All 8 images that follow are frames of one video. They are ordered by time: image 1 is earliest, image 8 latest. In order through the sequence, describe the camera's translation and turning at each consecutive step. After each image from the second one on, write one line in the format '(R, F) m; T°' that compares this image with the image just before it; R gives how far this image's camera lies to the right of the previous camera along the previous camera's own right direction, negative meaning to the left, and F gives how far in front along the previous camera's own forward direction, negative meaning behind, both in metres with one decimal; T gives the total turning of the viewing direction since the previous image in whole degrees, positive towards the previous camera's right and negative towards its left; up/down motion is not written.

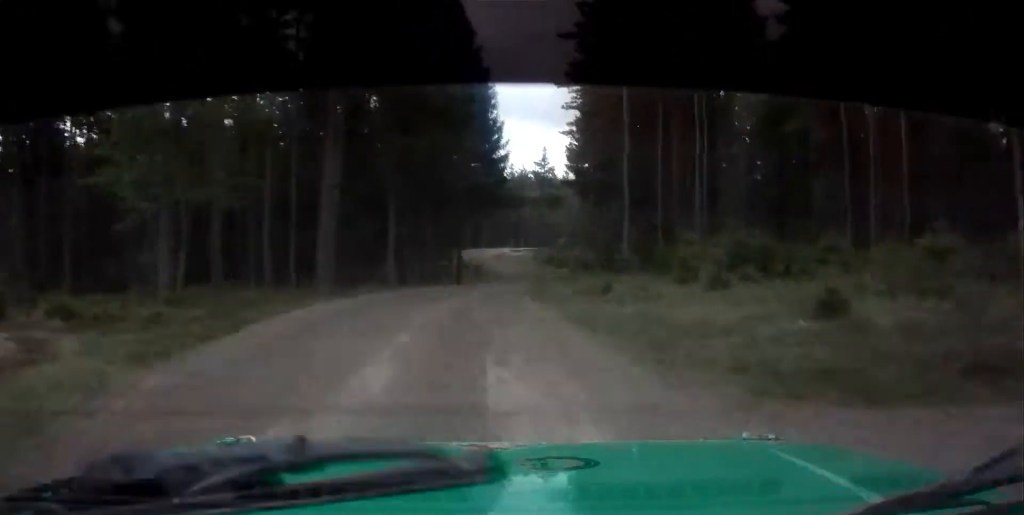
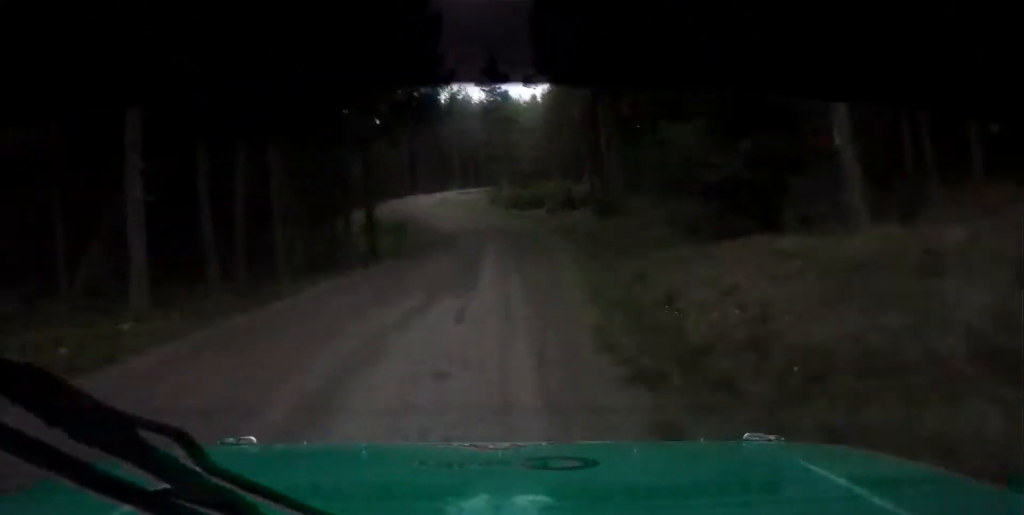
(-0.3, +30.4) m; -1°
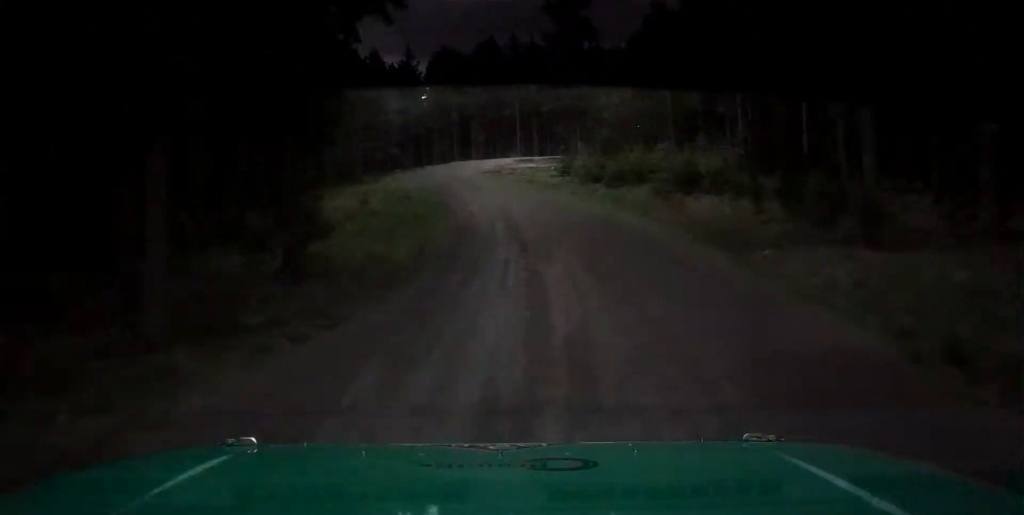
(-0.3, +23.7) m; -1°
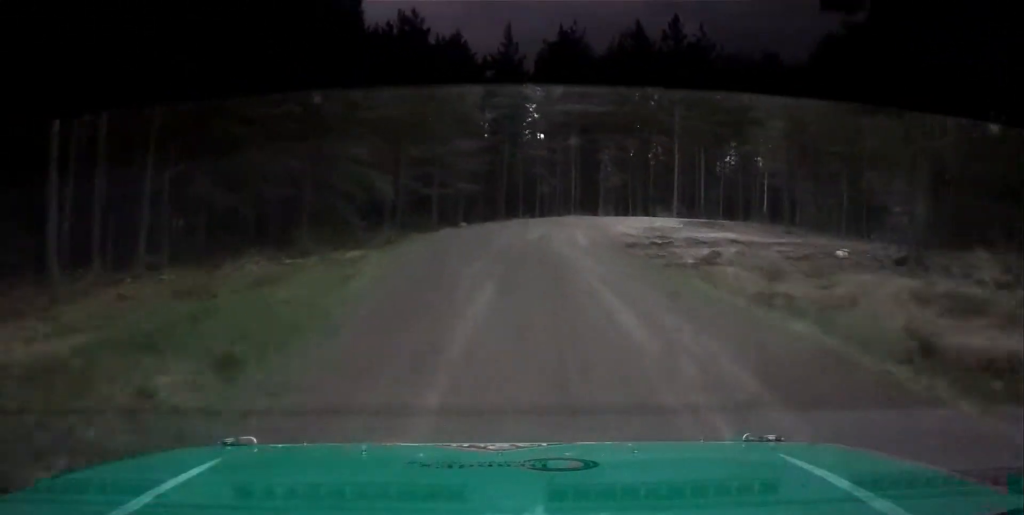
(-1.1, +44.7) m; -2°
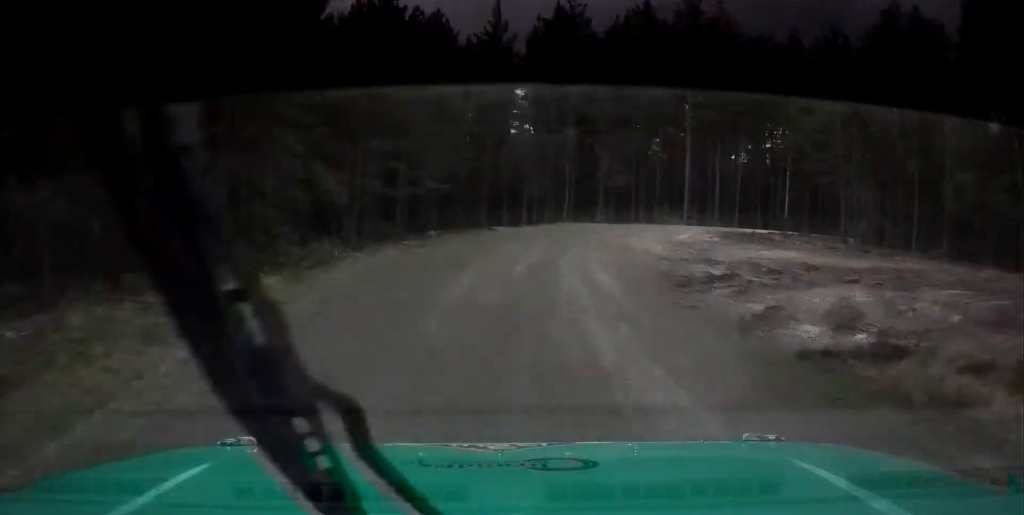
(0.0, +12.3) m; +1°
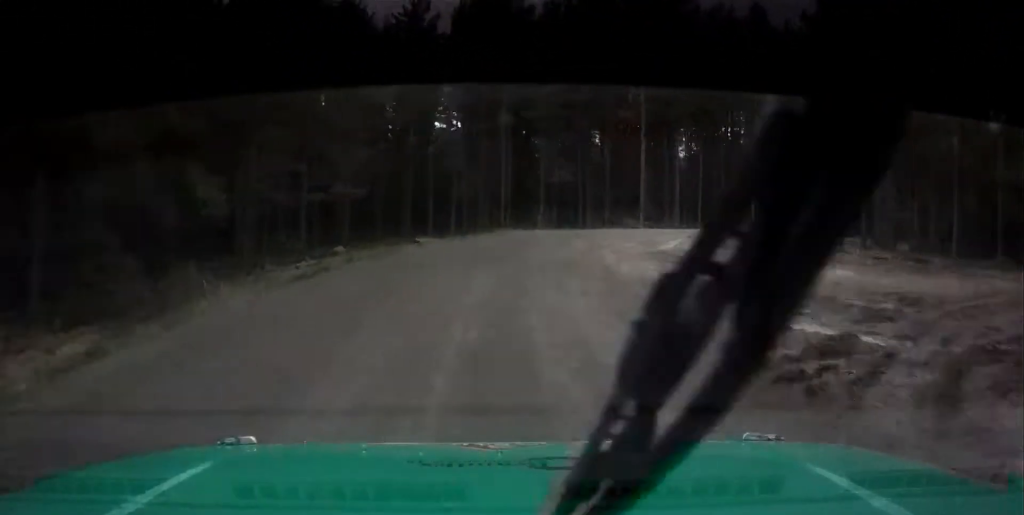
(-0.1, +12.2) m; +1°
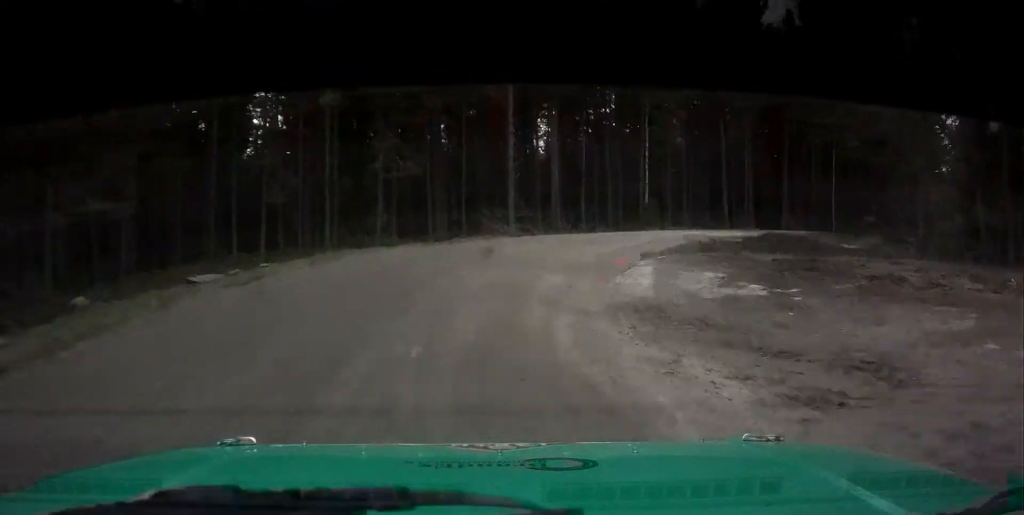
(+0.3, +14.4) m; +9°
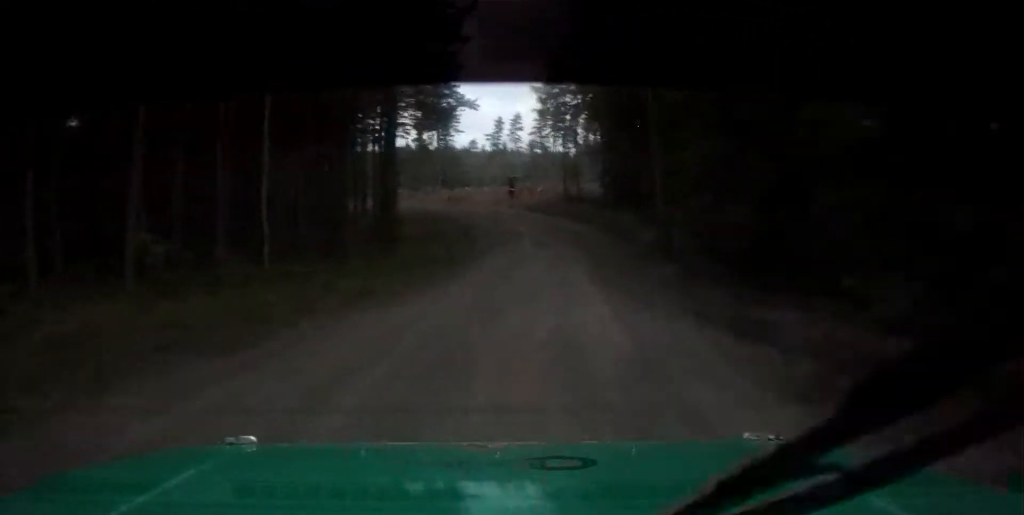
(+16.5, +30.0) m; +49°
